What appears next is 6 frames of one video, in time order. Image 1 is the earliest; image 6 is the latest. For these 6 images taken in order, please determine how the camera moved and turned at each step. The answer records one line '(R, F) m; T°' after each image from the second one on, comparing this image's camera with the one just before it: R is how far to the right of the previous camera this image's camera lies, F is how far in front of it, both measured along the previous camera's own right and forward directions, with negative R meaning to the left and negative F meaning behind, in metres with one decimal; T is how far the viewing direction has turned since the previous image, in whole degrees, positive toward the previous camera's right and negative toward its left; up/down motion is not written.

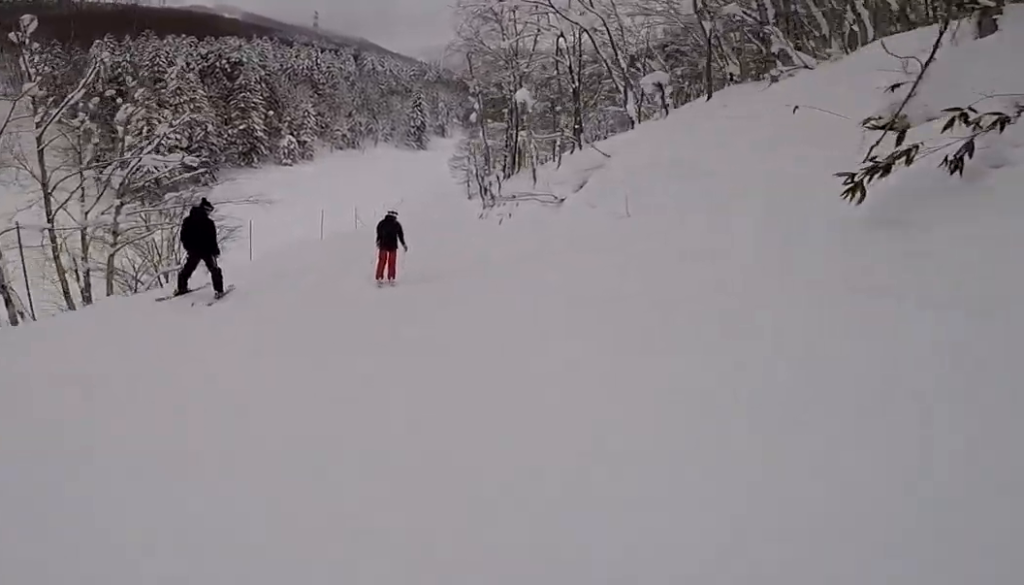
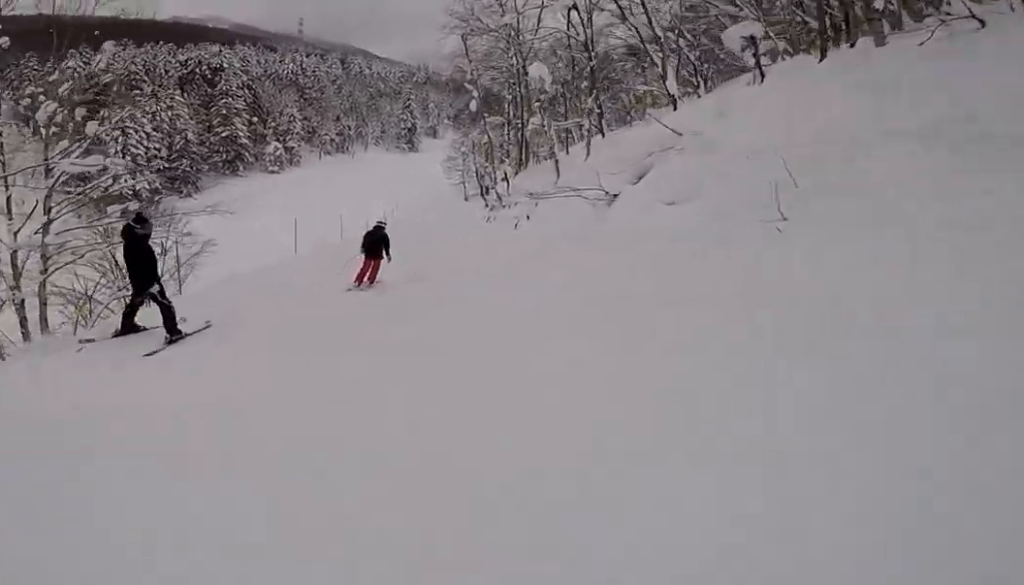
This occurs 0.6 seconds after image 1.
(-0.2, +4.8) m; +3°
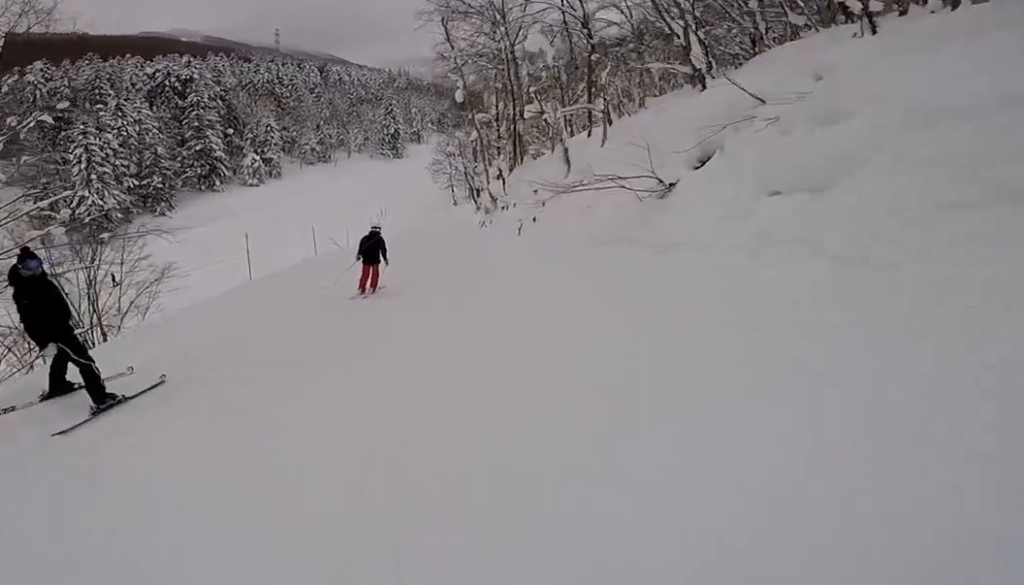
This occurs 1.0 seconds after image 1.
(+0.4, +3.9) m; 0°
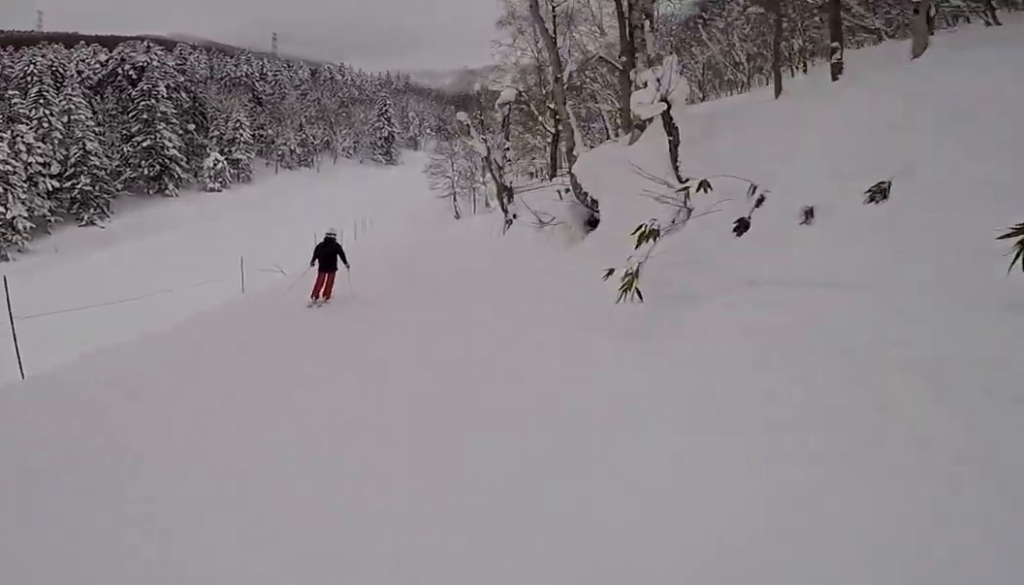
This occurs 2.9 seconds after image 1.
(-1.0, +17.3) m; -7°
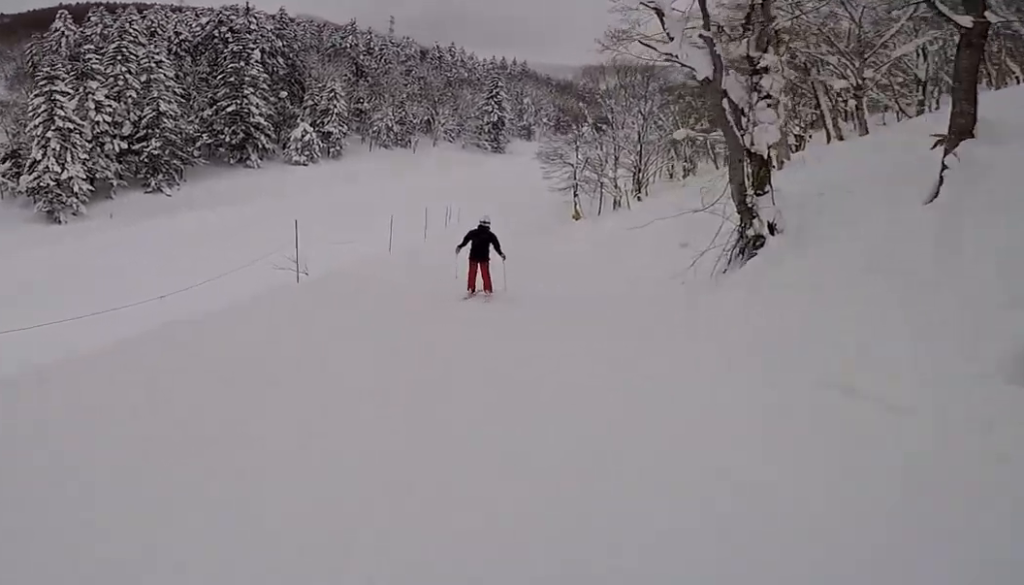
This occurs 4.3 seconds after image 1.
(0.0, +12.5) m; +6°
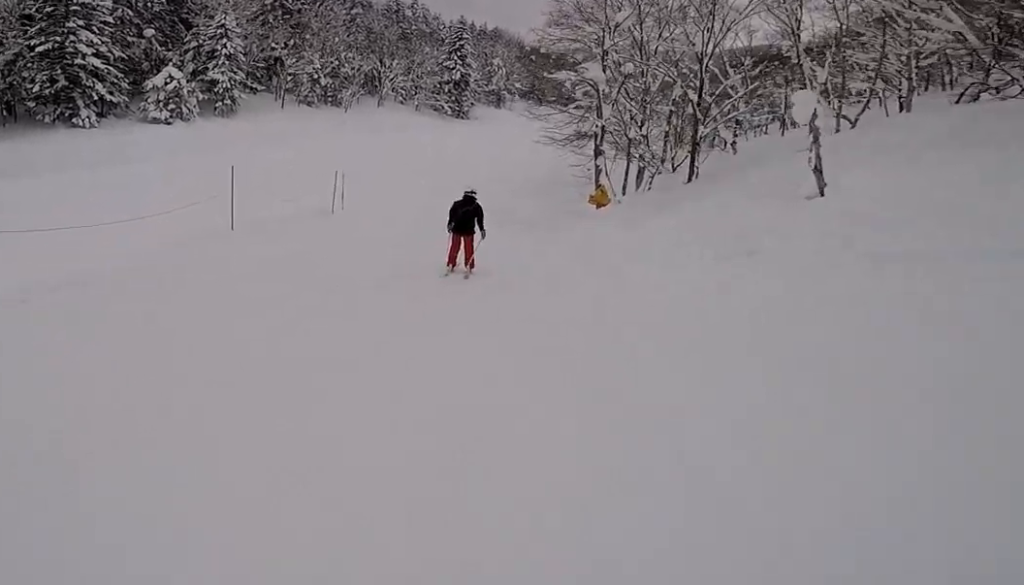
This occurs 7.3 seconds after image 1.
(-0.3, +23.7) m; -8°
